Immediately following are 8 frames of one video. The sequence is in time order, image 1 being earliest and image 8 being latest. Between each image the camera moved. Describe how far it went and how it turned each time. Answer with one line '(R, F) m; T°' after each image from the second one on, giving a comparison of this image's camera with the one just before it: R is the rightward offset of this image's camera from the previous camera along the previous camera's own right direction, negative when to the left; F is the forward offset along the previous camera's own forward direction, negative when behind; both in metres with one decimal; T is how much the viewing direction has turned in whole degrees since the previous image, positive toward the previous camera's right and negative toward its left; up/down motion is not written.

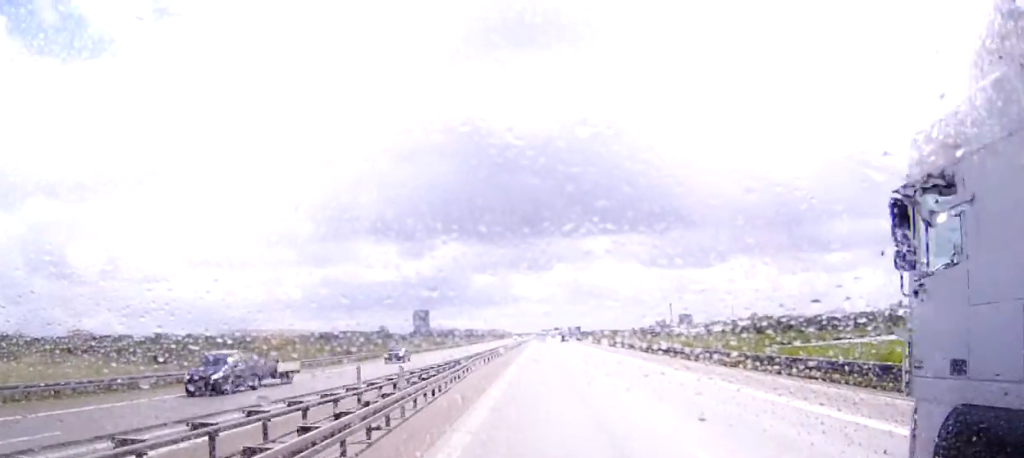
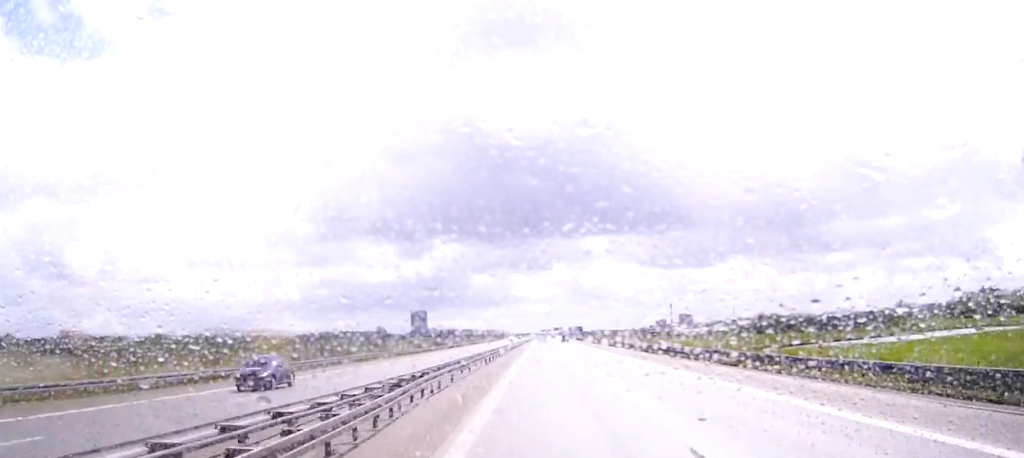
(0.0, +15.6) m; 0°
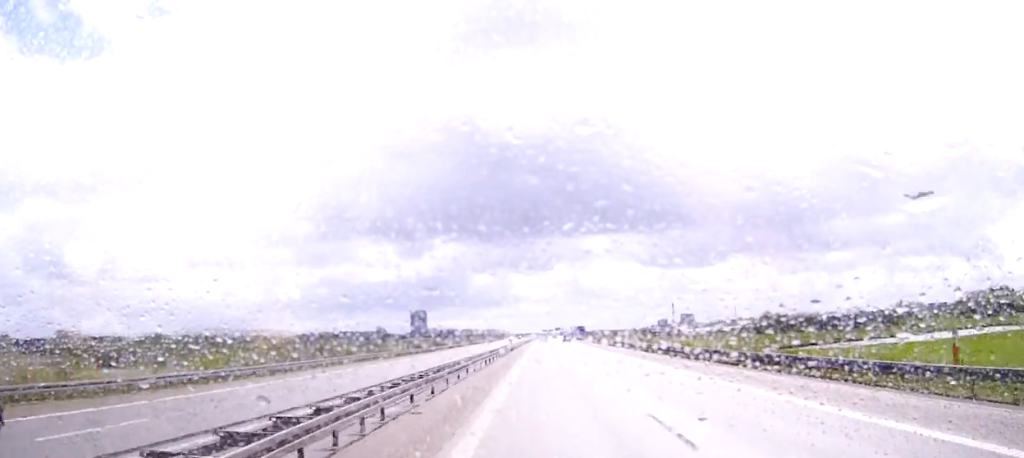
(0.0, +10.4) m; 0°
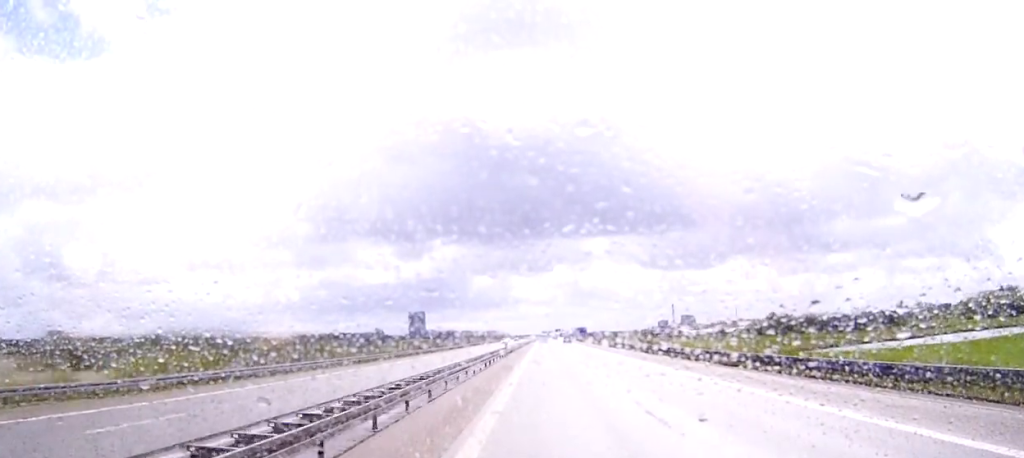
(0.0, +13.0) m; 0°
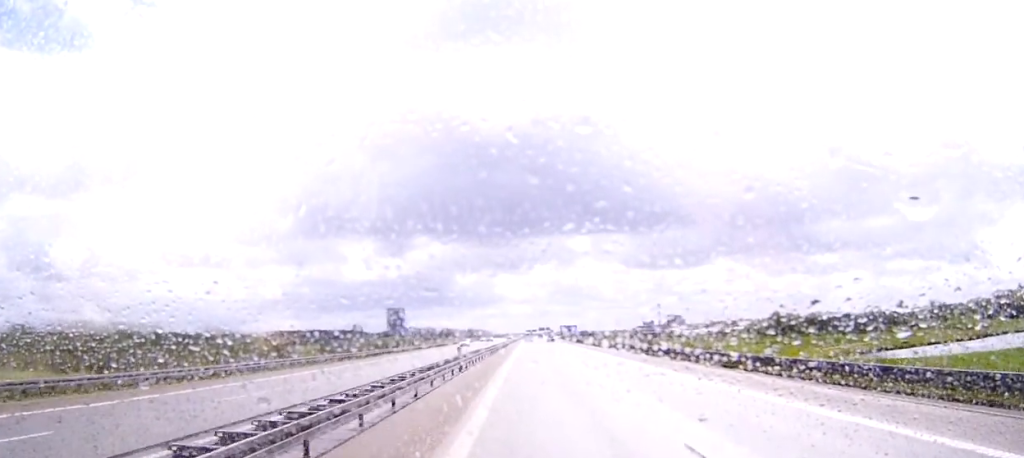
(+0.3, +35.6) m; +1°
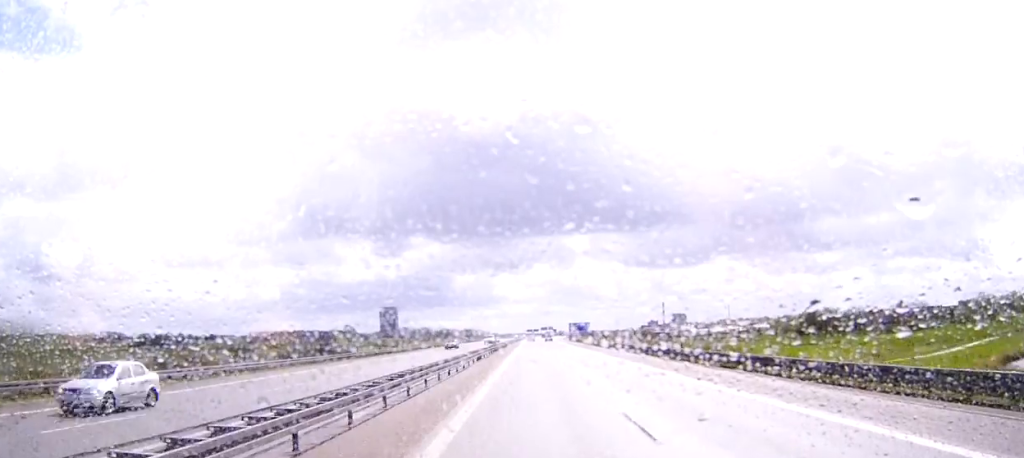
(+0.2, +54.7) m; 0°
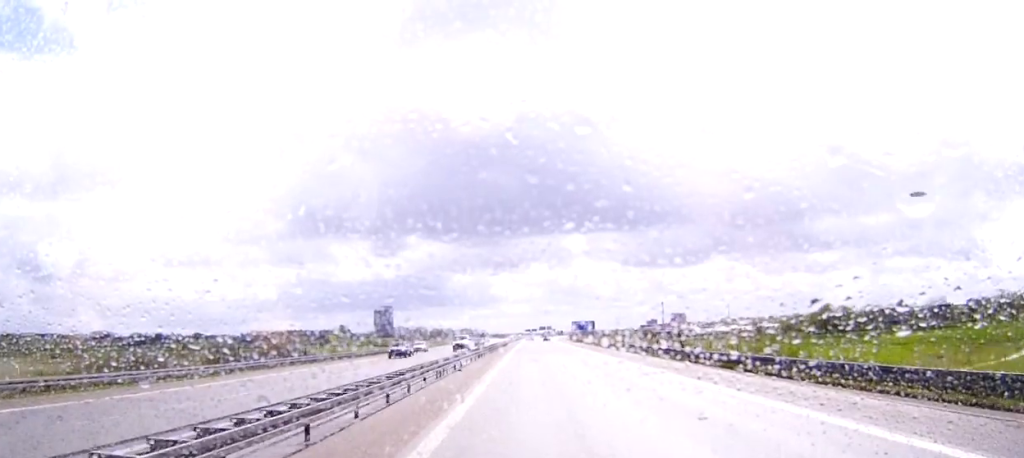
(0.0, +22.6) m; 0°
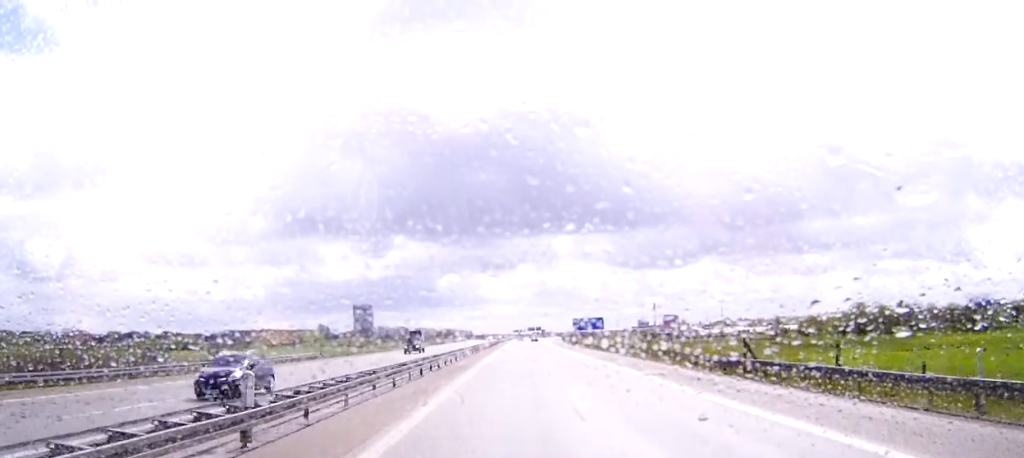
(+0.4, +48.8) m; +1°
